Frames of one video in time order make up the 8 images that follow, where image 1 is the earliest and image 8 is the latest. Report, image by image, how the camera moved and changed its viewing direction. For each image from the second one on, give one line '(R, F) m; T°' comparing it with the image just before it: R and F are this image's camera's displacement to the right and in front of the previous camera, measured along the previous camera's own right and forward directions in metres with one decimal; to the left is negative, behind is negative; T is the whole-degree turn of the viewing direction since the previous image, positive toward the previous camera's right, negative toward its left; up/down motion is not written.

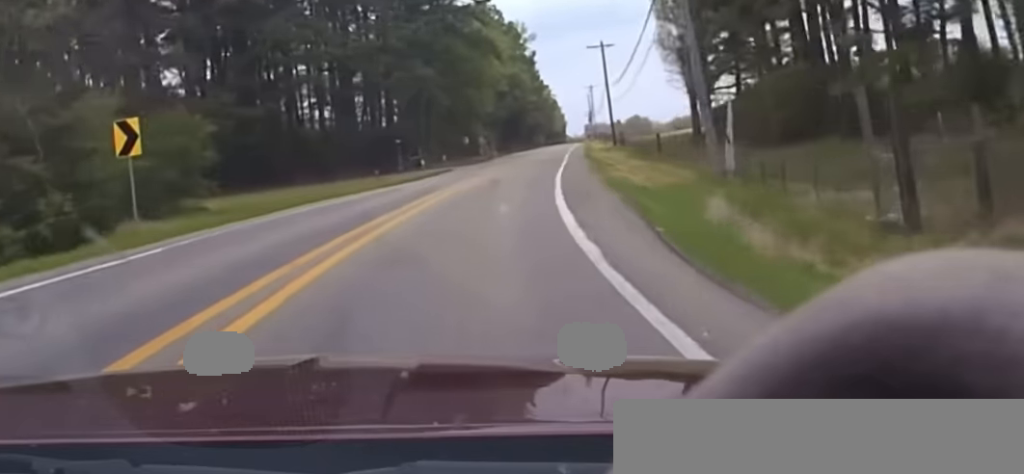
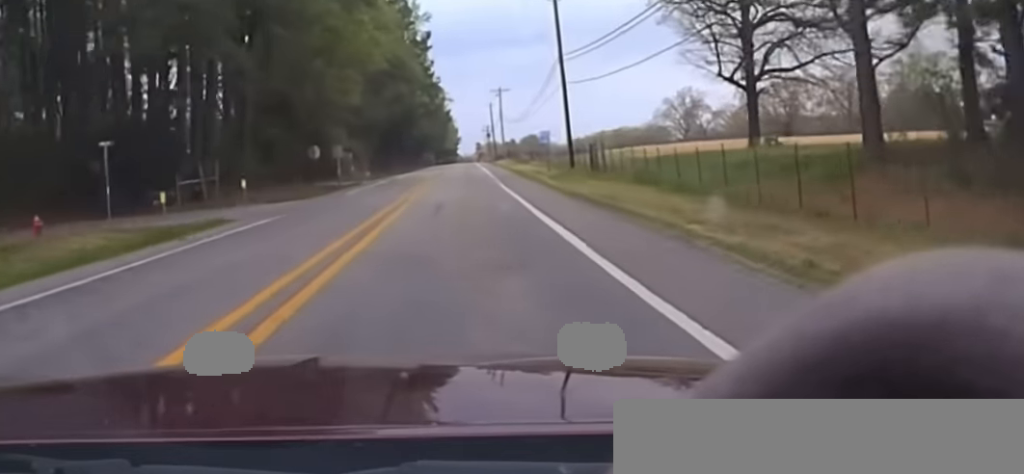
(+3.0, +47.6) m; +8°
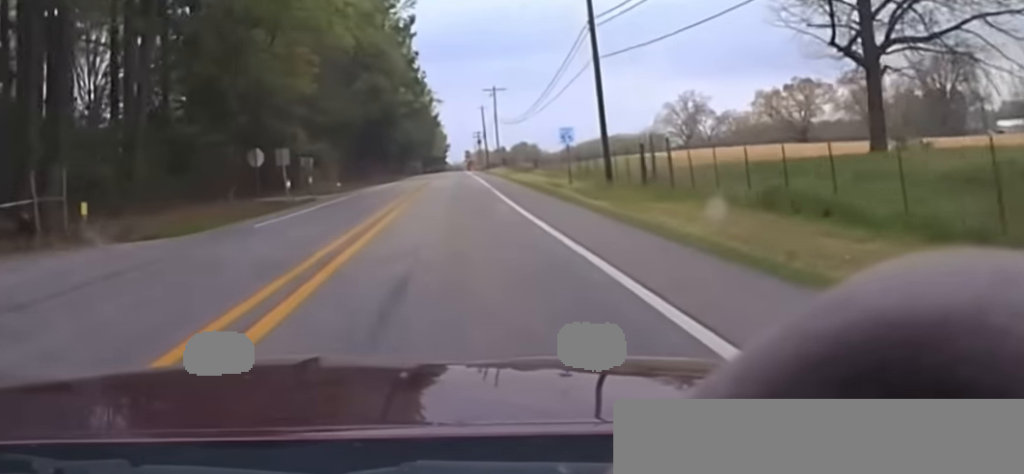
(+0.4, +18.1) m; +1°
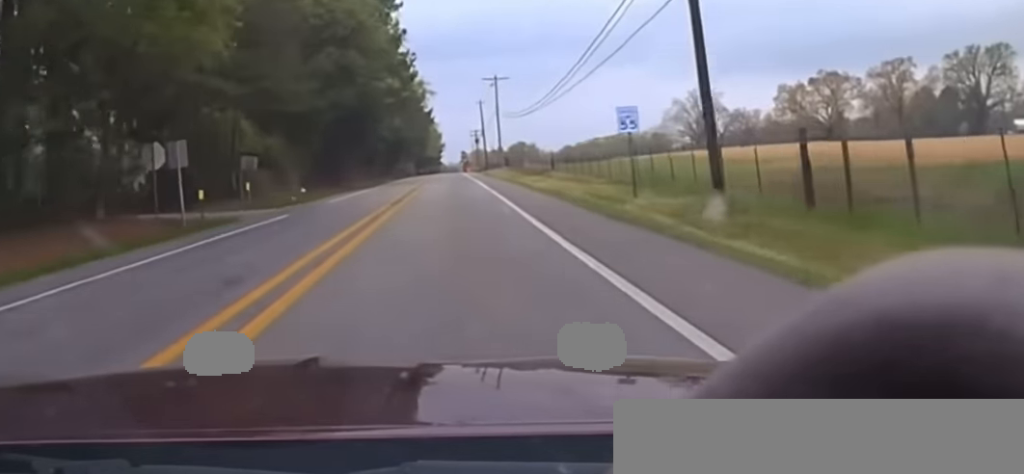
(+0.1, +17.7) m; +1°
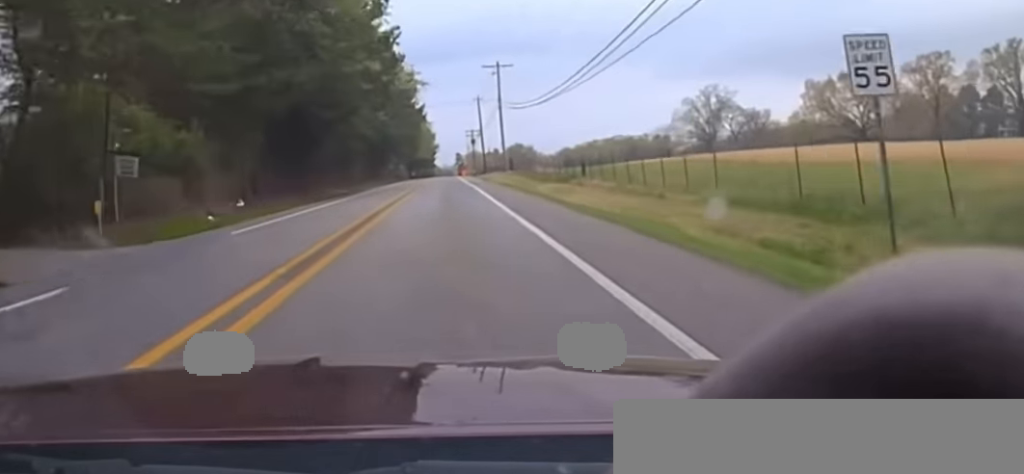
(+0.1, +18.9) m; -1°
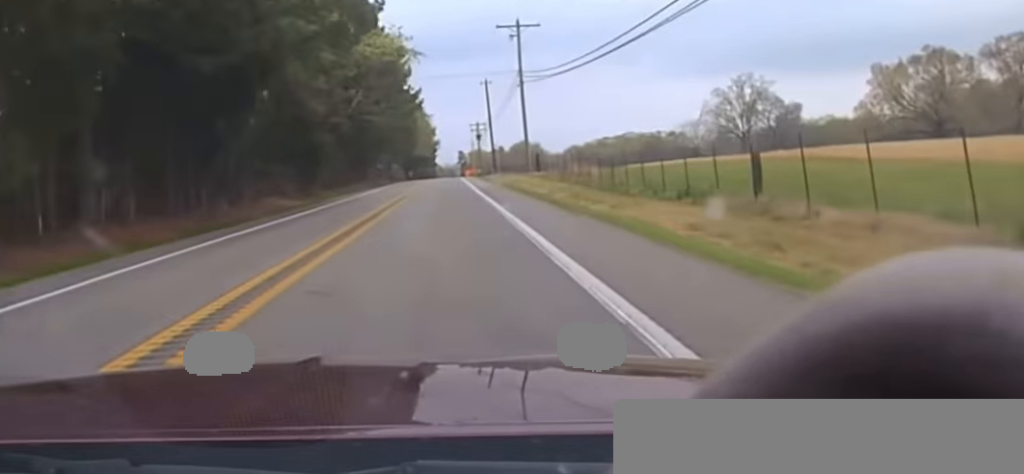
(0.0, +27.2) m; -1°
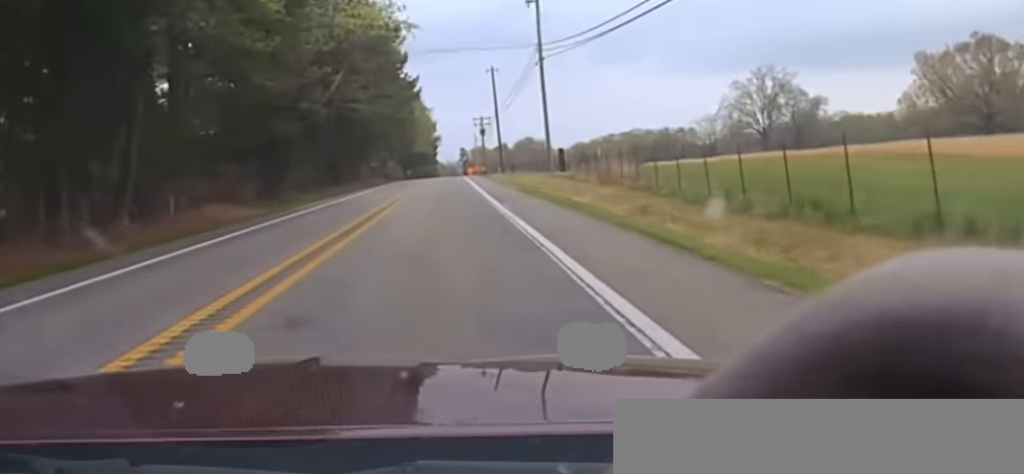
(-0.5, +13.6) m; 0°
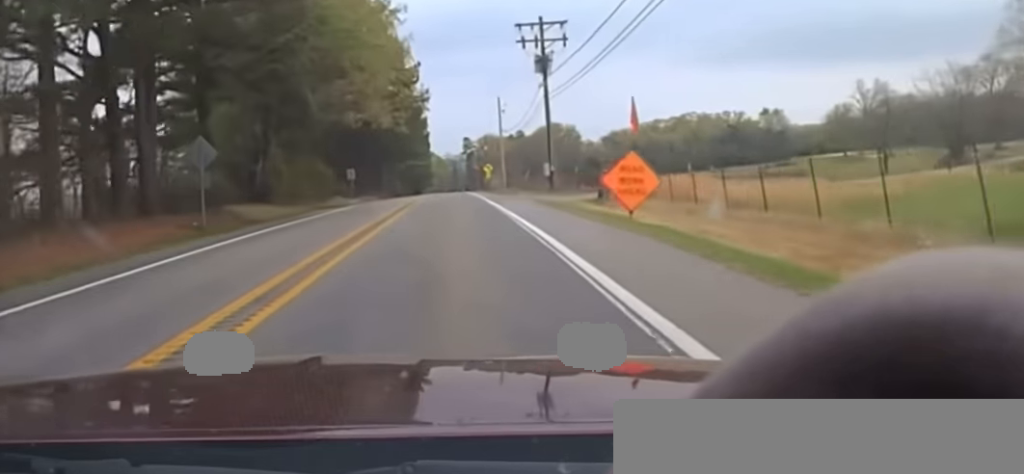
(+4.1, +113.6) m; +1°
